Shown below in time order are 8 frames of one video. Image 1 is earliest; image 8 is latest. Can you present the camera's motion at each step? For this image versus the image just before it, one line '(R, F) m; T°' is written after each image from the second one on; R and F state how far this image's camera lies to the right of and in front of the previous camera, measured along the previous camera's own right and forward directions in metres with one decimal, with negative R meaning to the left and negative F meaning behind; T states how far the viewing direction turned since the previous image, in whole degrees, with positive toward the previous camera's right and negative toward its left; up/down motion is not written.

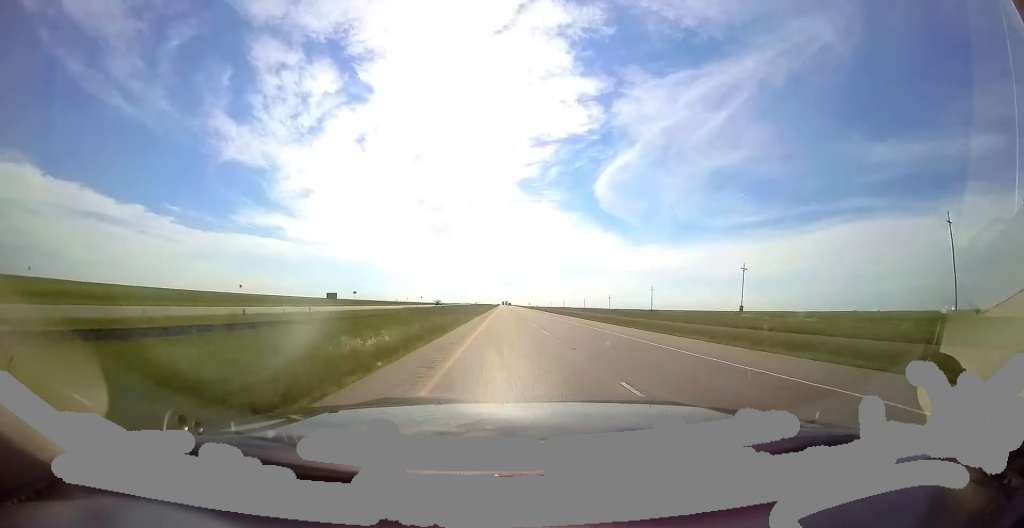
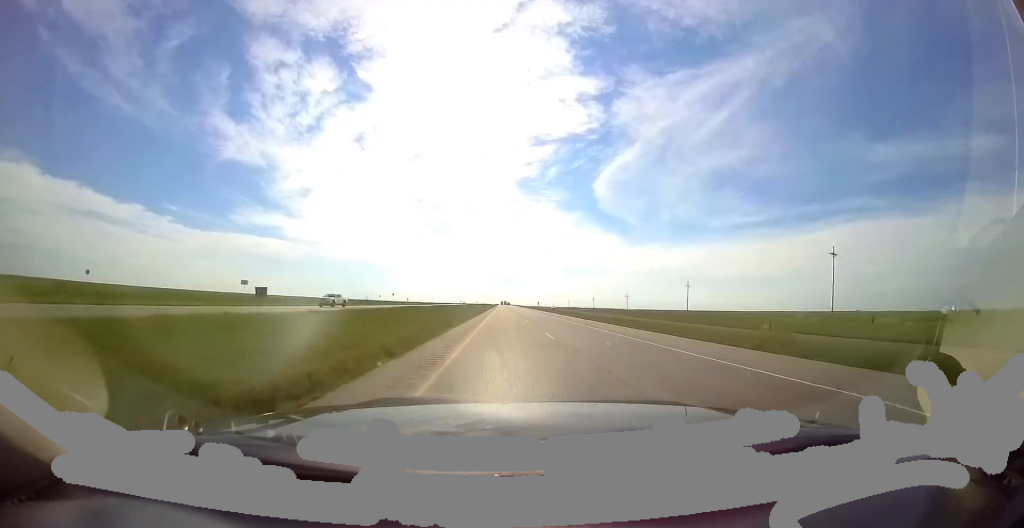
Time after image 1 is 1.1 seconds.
(-0.4, +38.7) m; +1°
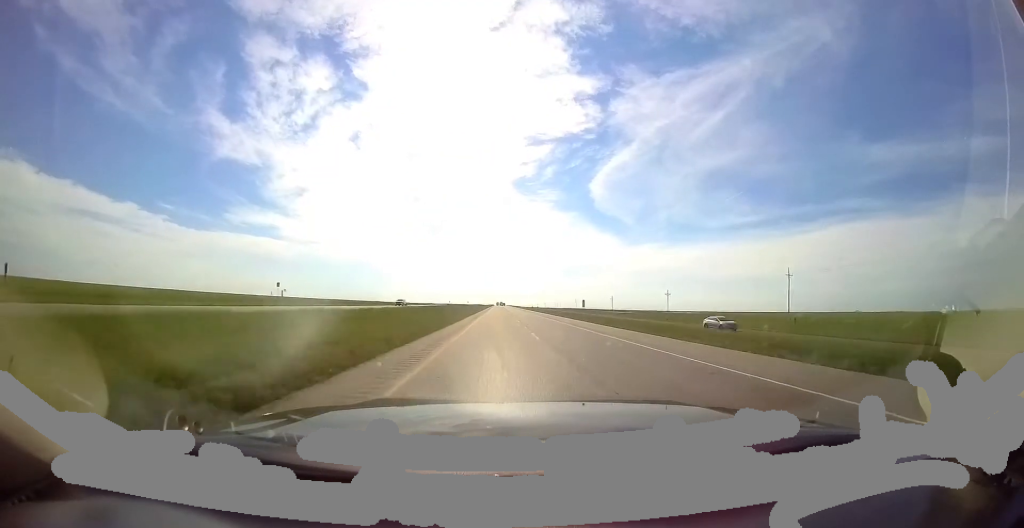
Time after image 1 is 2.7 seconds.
(+1.7, +60.4) m; 0°
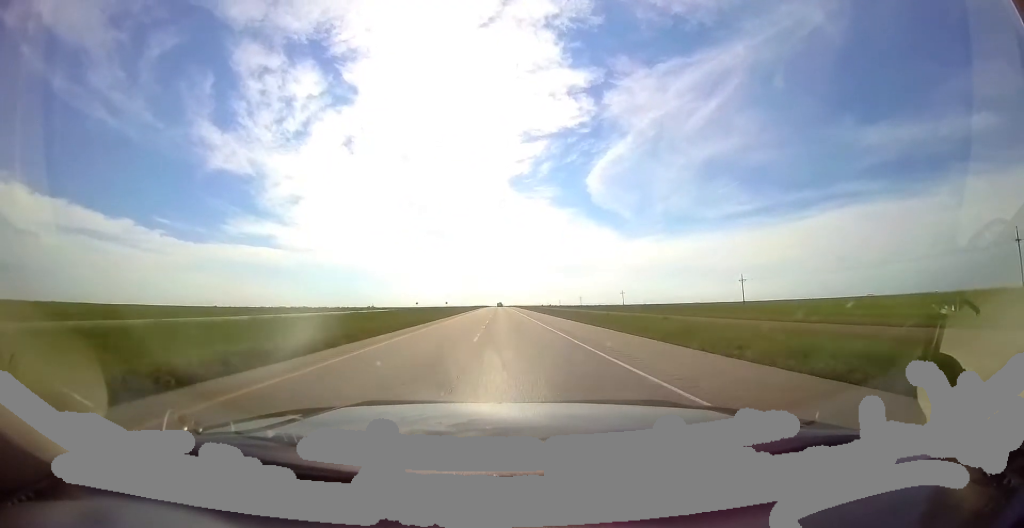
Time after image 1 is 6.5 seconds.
(-1.1, +134.6) m; -1°
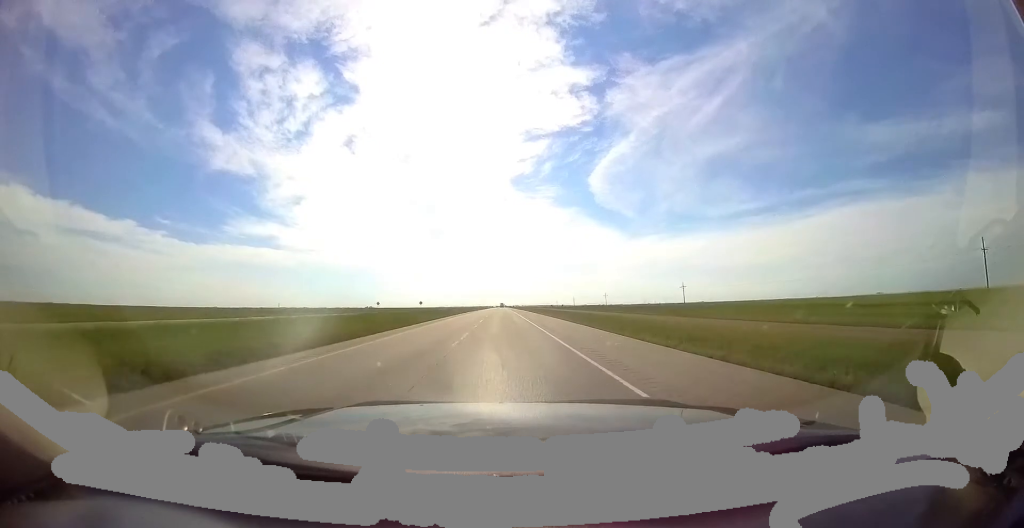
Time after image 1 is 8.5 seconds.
(-0.5, +71.4) m; -1°
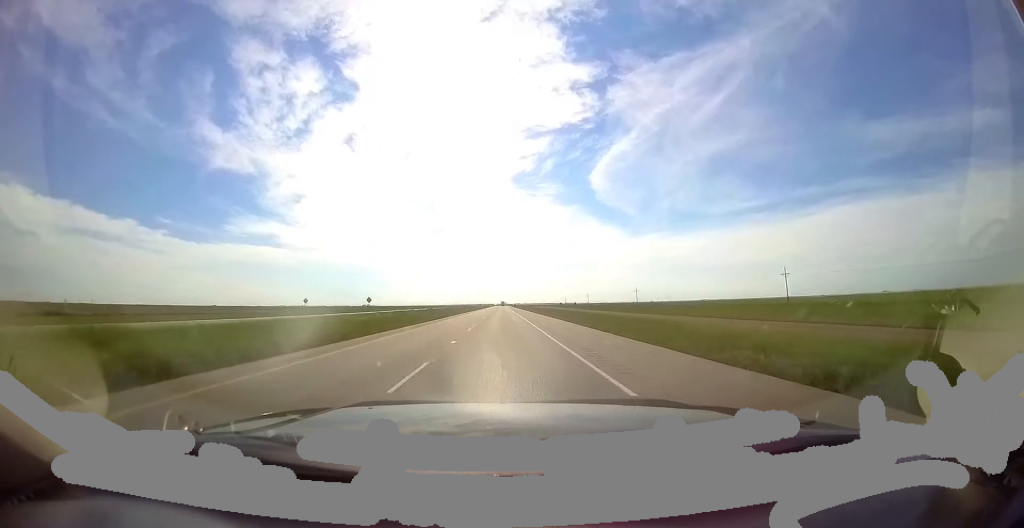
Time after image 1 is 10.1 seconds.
(-0.5, +56.6) m; 0°
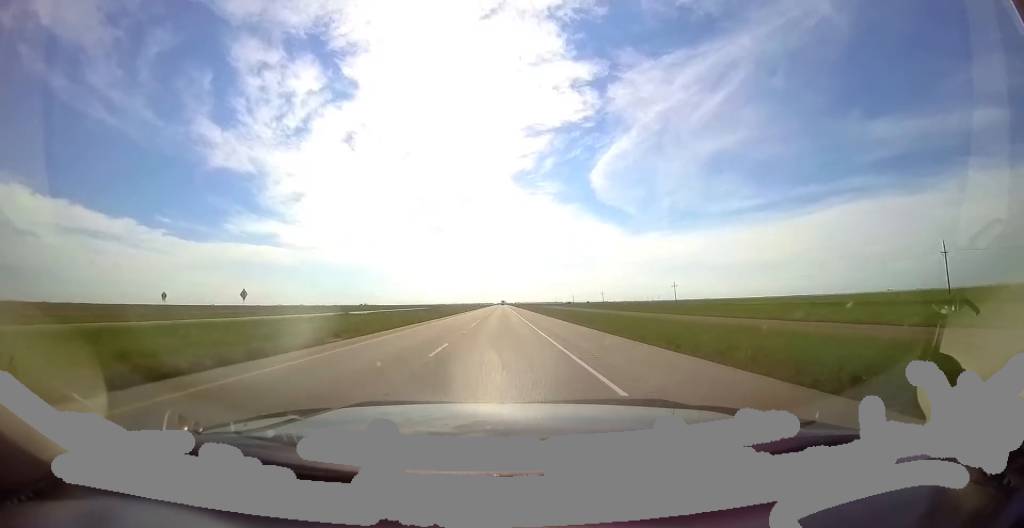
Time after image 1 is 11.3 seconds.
(+0.1, +44.5) m; +1°
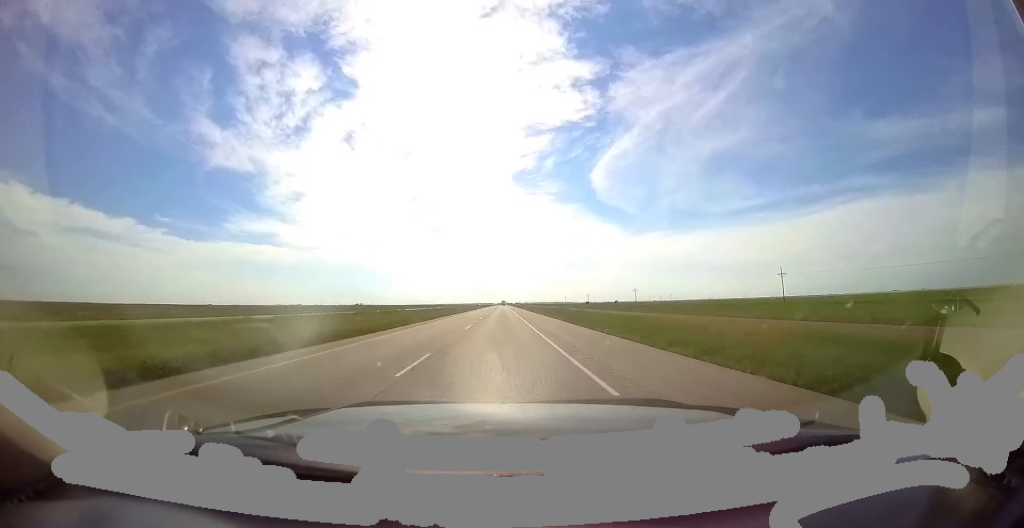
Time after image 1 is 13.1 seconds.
(+0.7, +63.1) m; +1°
